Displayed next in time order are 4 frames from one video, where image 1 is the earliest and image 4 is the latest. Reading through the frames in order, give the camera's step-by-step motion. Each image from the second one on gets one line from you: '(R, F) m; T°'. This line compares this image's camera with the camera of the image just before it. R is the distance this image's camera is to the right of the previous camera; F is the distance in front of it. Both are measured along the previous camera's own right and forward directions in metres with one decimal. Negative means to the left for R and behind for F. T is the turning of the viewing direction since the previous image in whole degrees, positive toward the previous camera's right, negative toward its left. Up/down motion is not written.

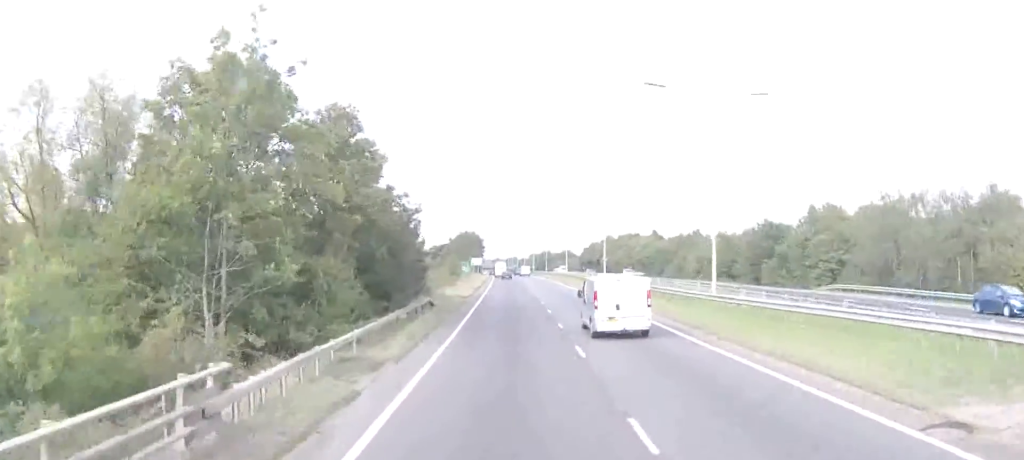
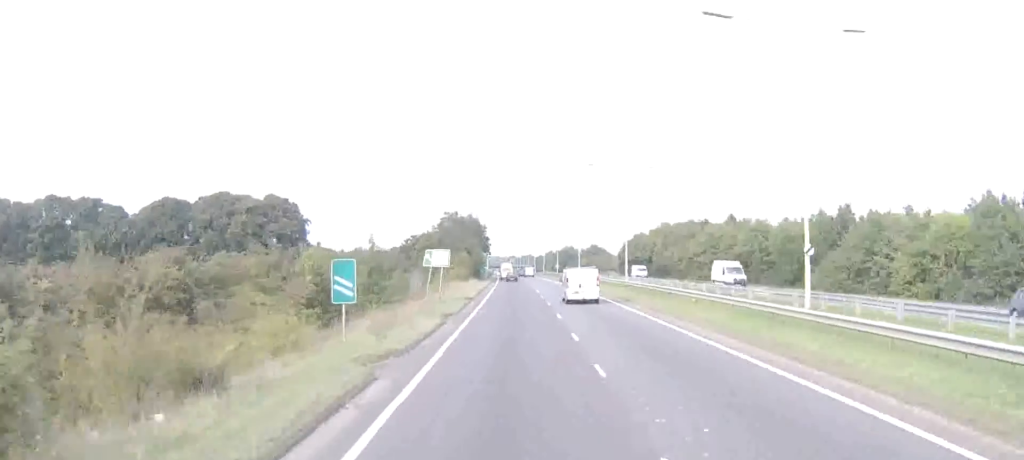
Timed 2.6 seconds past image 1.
(-0.2, +58.2) m; -1°
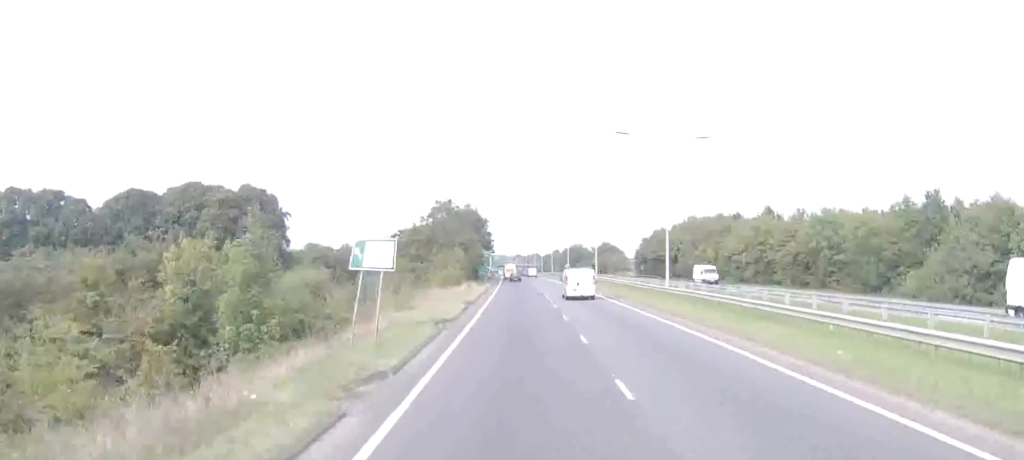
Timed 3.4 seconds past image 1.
(-0.2, +17.5) m; 0°
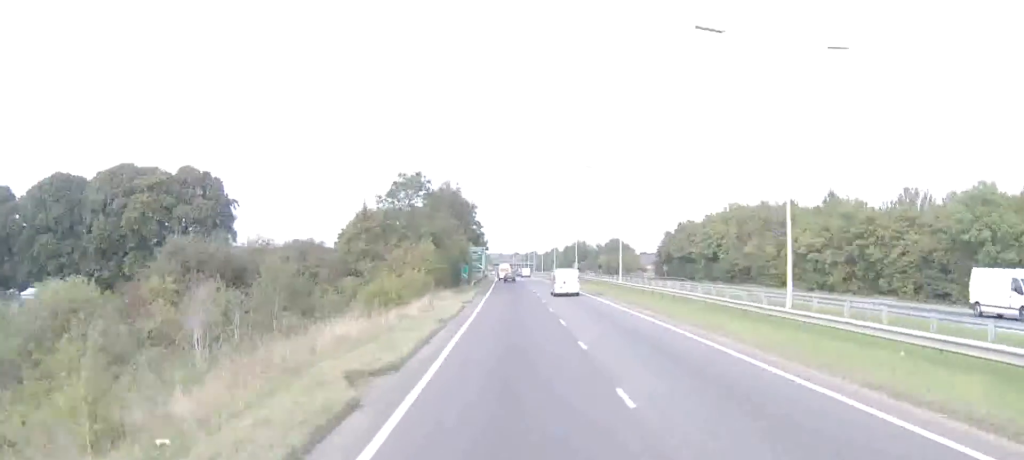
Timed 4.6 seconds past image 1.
(0.0, +25.6) m; 0°
